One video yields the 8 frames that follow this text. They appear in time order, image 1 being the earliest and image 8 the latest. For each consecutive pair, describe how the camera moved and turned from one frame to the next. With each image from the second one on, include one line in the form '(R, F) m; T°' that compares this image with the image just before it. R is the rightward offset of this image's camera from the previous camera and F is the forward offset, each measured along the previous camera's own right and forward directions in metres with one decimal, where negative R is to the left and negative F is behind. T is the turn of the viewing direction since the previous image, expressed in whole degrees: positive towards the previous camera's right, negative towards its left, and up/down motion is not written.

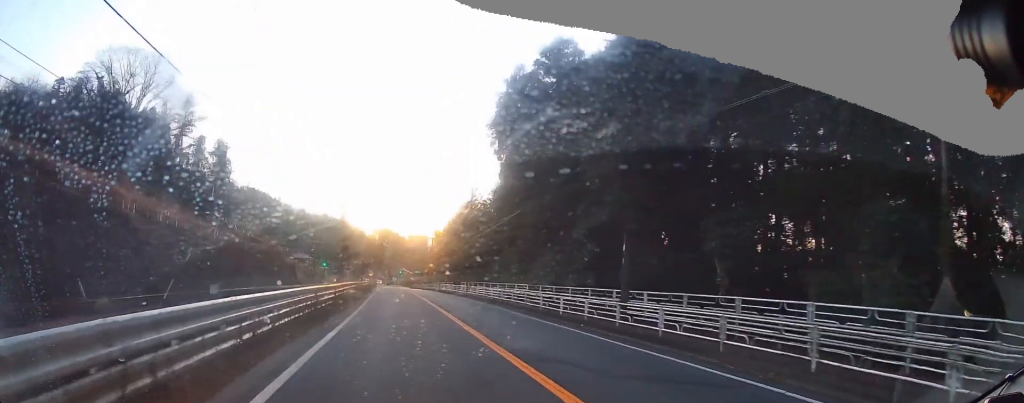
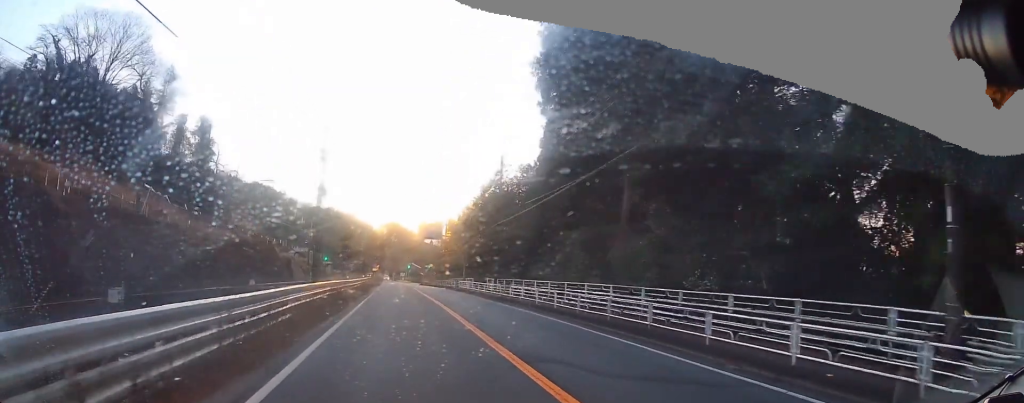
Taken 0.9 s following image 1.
(-0.2, +12.5) m; -3°
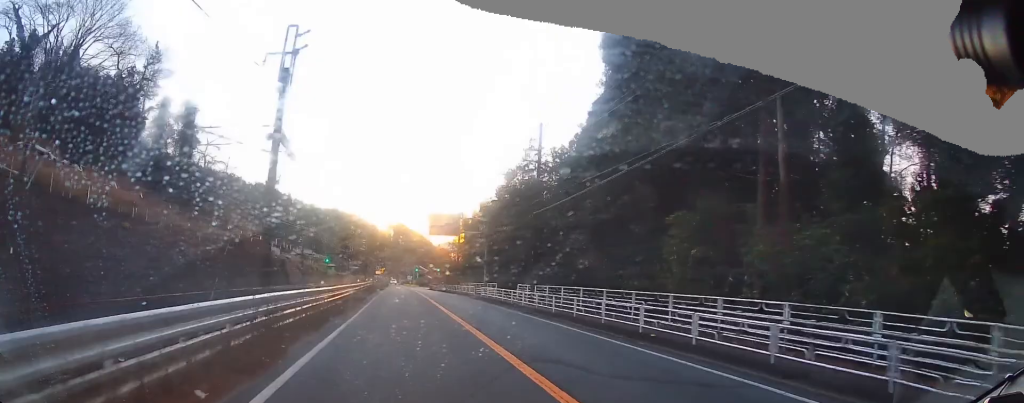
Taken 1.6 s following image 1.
(-0.3, +10.6) m; 0°
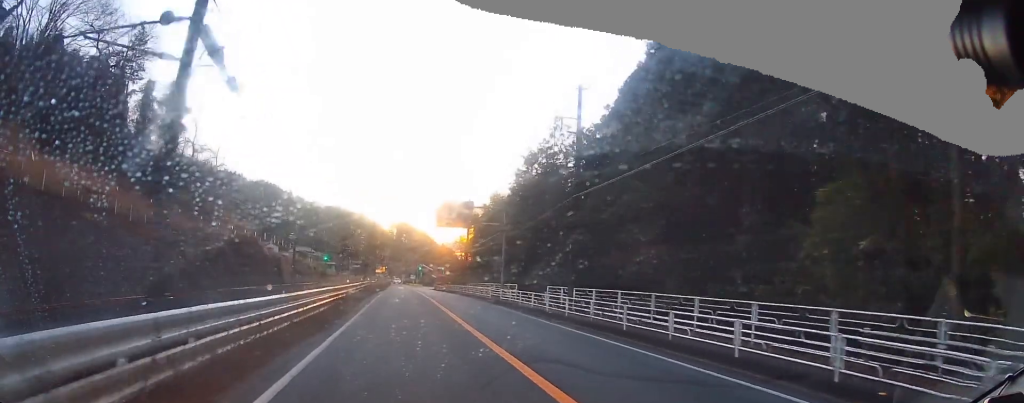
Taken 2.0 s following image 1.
(-0.2, +7.2) m; 0°
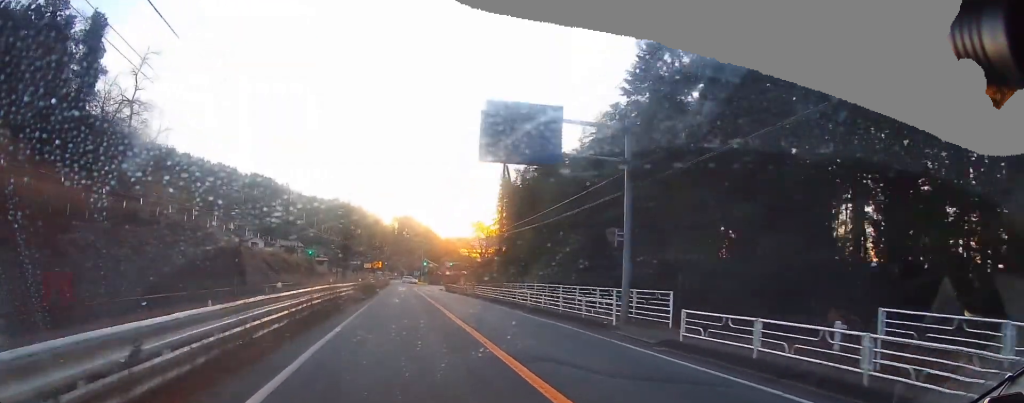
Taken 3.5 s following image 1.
(+0.1, +24.0) m; -2°
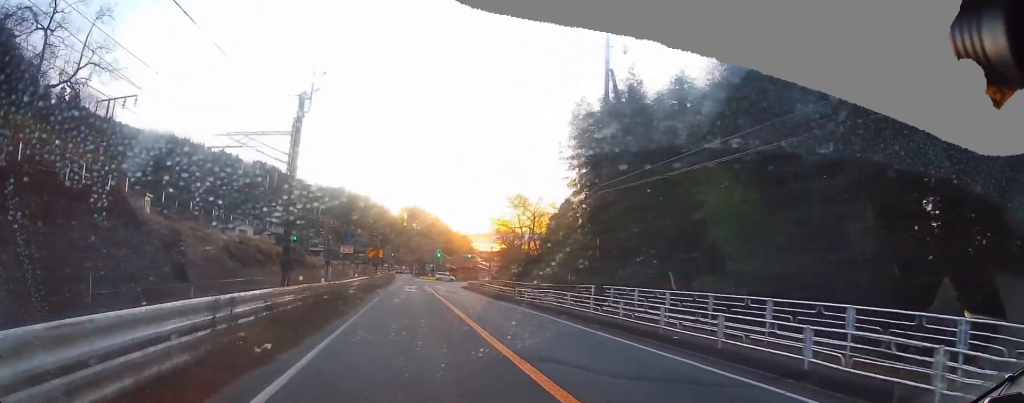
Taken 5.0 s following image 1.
(-0.6, +23.9) m; -1°
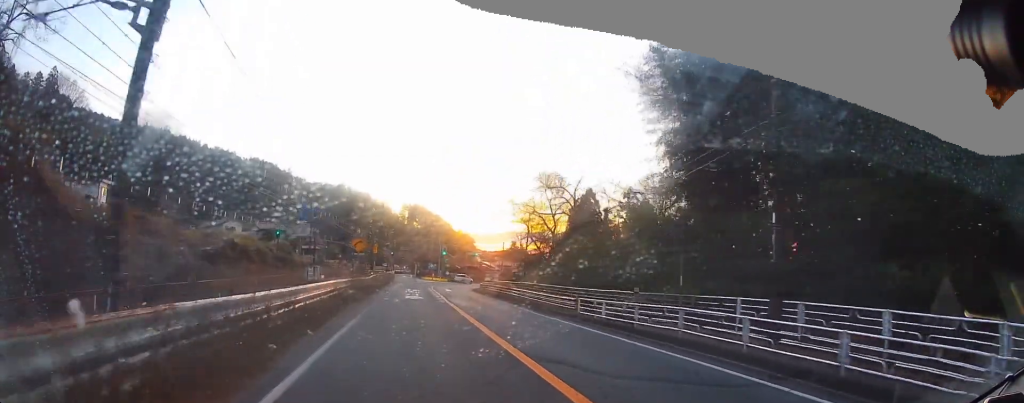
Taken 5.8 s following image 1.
(+0.1, +13.1) m; +3°
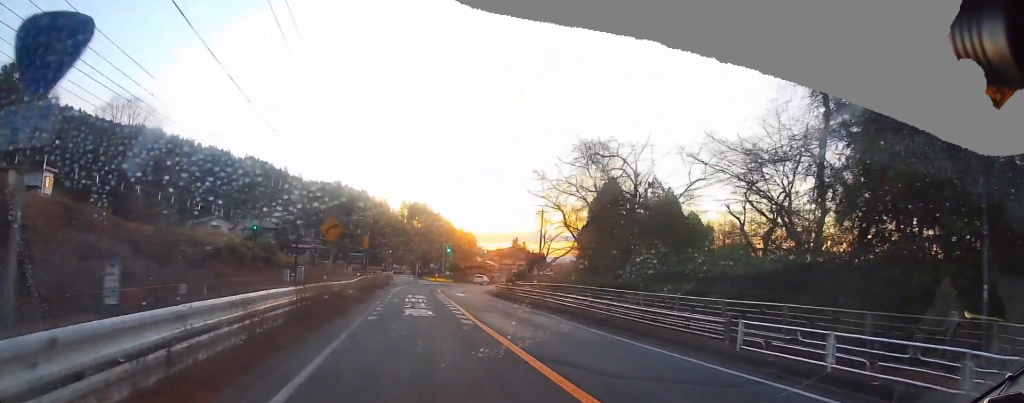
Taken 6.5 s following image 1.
(+0.5, +11.5) m; 0°
